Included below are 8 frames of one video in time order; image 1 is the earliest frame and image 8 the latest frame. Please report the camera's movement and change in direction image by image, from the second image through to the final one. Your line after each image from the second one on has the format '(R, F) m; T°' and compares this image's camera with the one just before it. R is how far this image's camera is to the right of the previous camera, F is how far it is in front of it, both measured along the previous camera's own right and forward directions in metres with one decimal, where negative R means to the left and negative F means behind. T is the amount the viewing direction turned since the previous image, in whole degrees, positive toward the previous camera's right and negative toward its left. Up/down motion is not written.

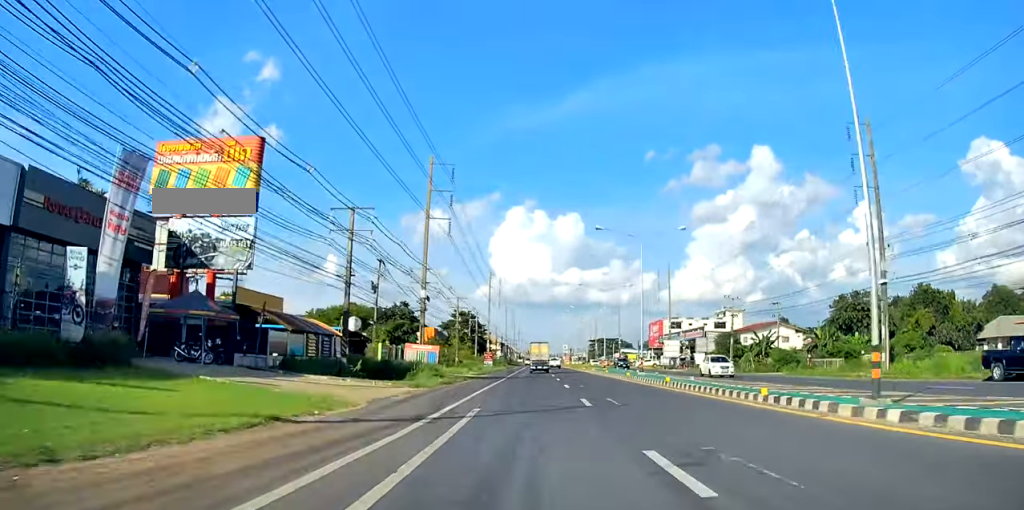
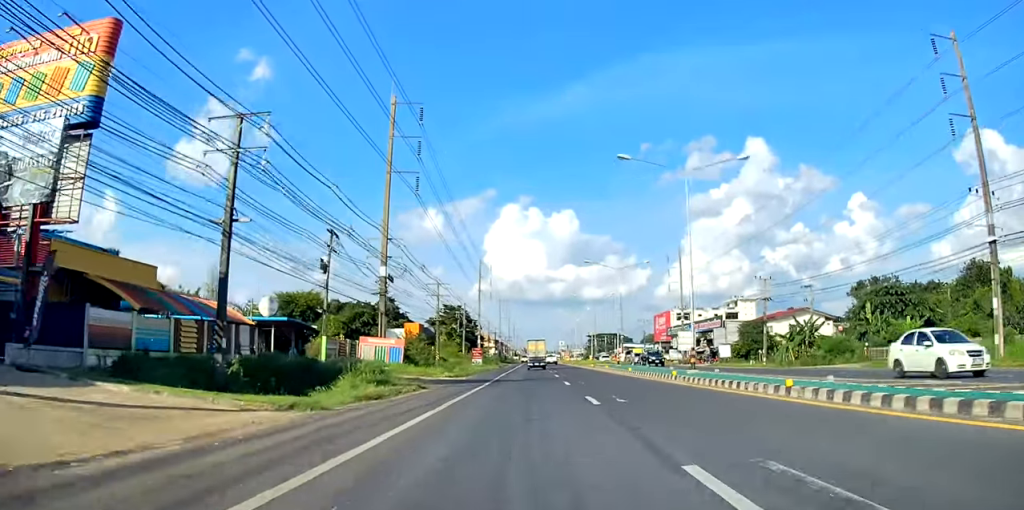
(+0.1, +13.5) m; +1°
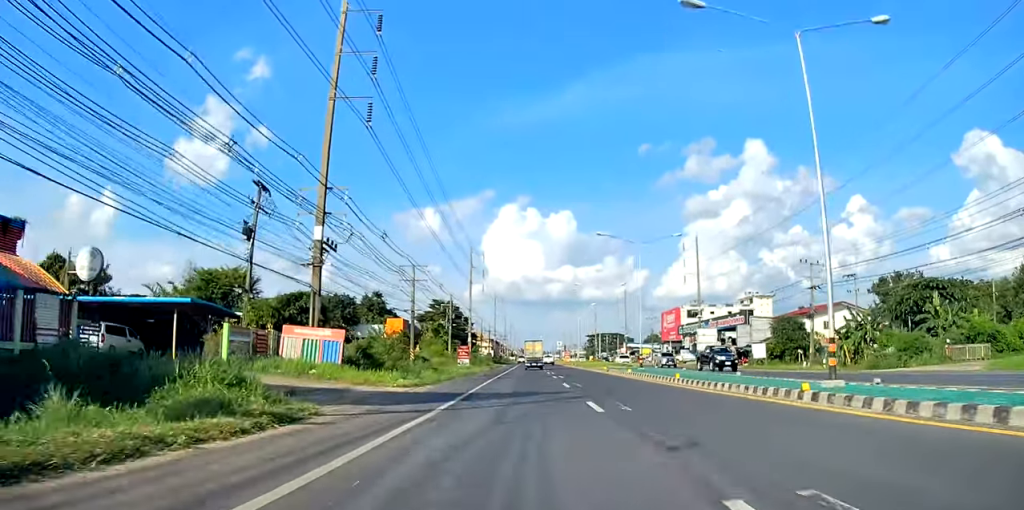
(+0.1, +13.5) m; +1°
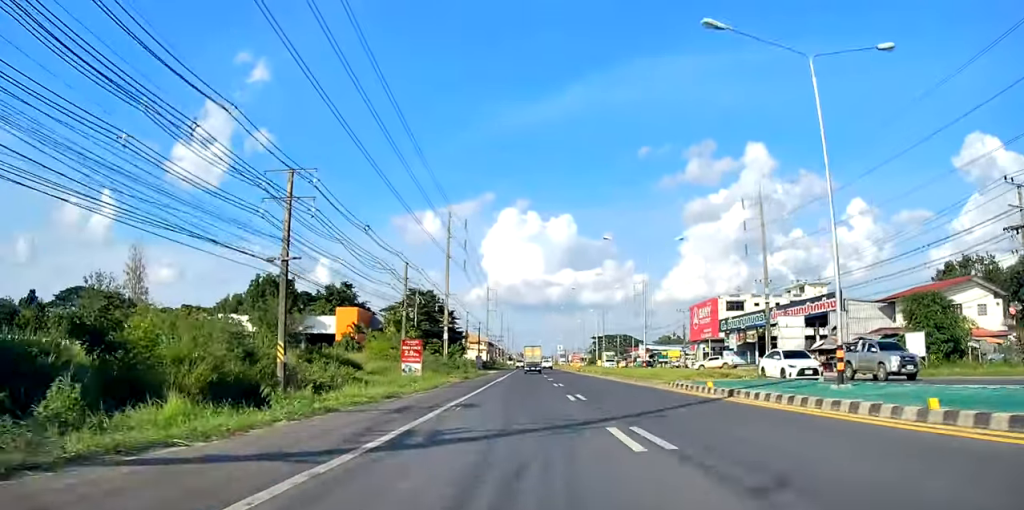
(0.0, +30.7) m; 0°
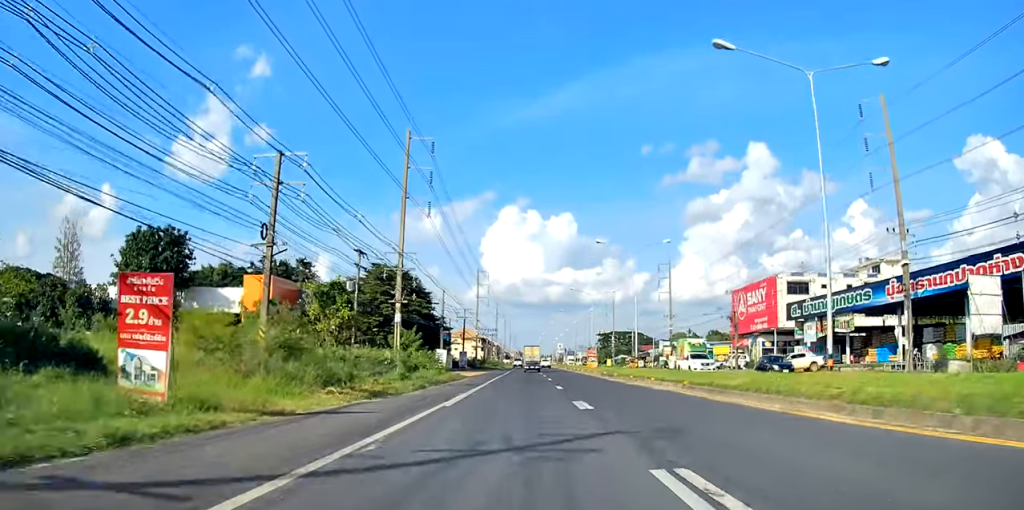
(-0.3, +27.7) m; 0°
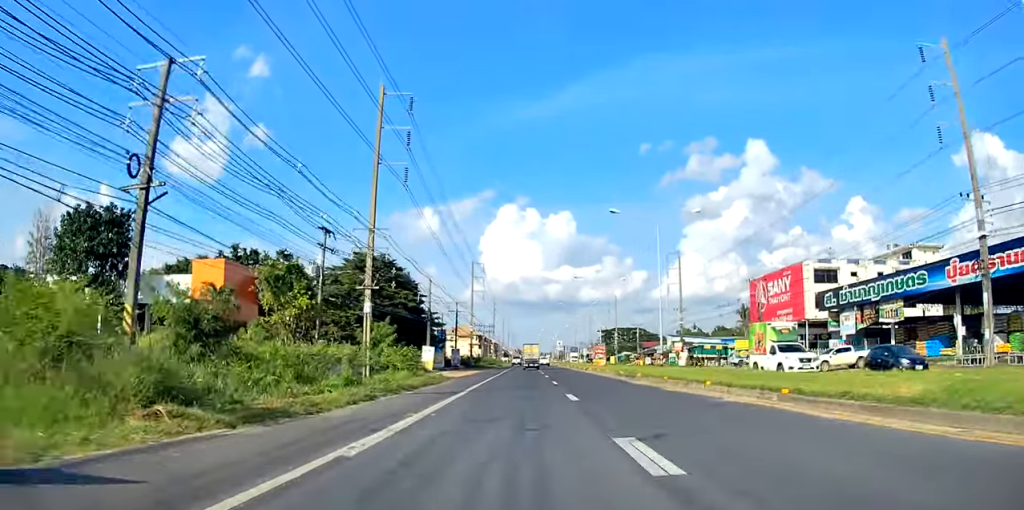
(+0.2, +9.5) m; +1°
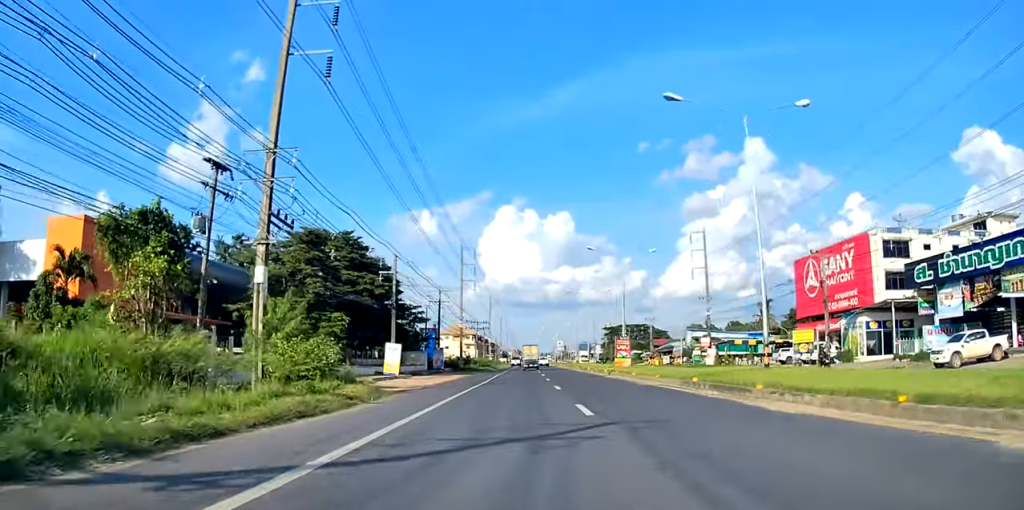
(+0.3, +16.5) m; +1°
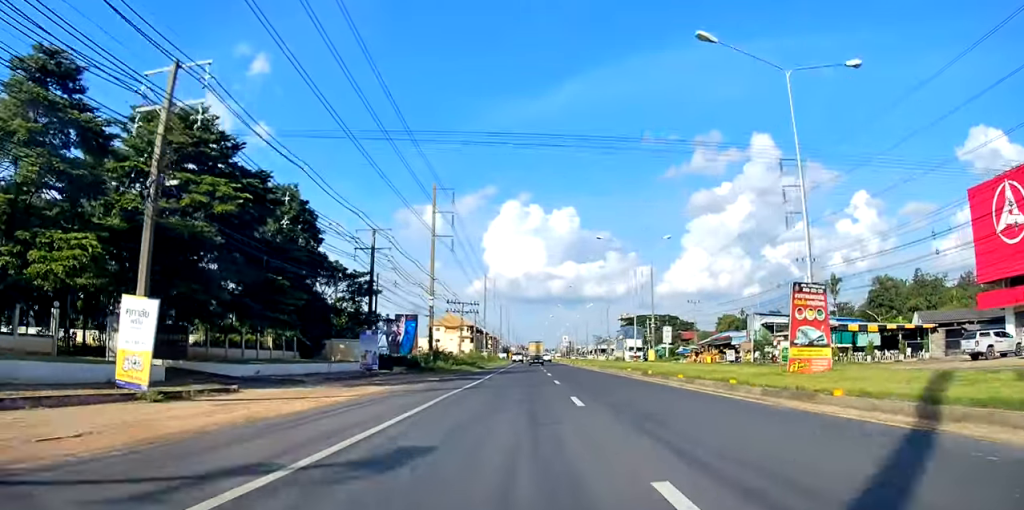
(-1.0, +33.3) m; -2°
